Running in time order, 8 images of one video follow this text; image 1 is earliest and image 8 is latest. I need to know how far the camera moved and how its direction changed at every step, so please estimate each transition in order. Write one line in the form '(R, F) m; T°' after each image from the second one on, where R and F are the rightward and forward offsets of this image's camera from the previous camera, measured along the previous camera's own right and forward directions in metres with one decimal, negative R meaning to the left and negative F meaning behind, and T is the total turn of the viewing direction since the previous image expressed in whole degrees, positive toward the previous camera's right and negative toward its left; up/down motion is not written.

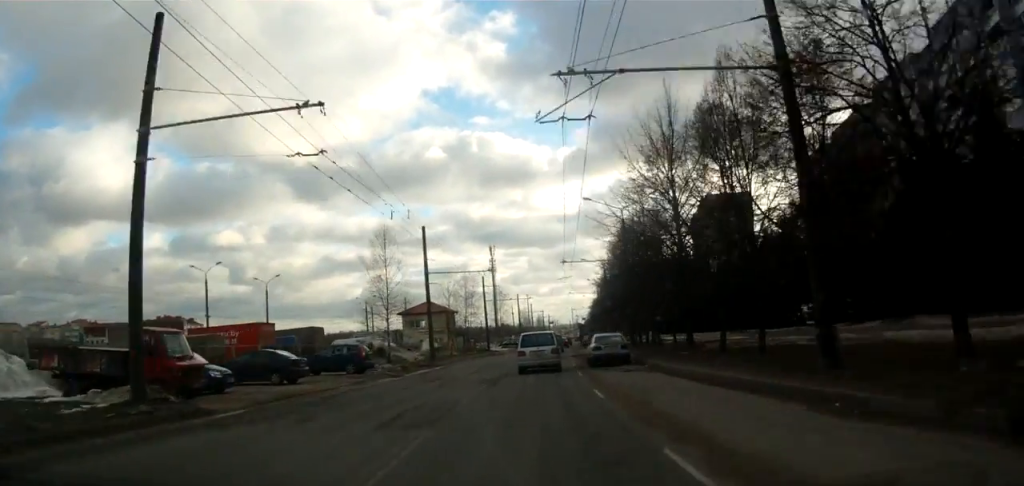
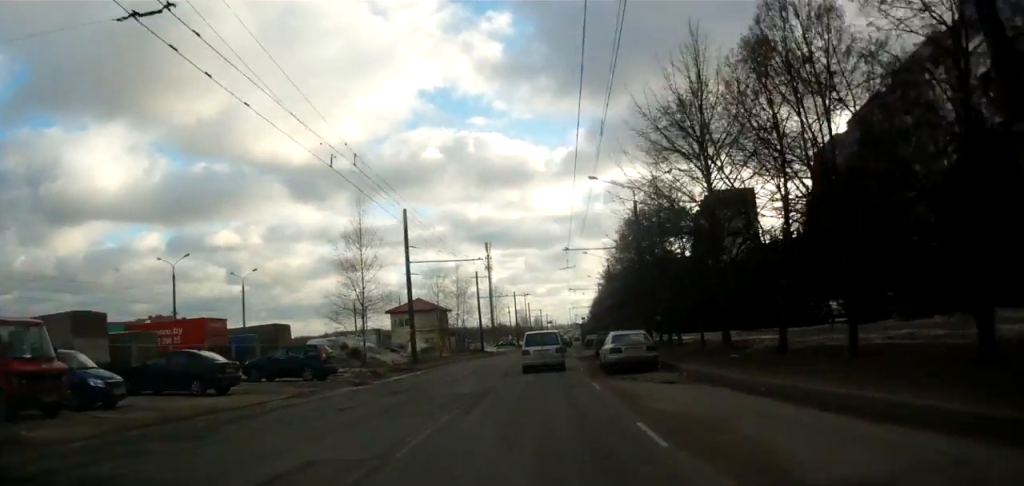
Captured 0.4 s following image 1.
(0.0, +6.4) m; 0°
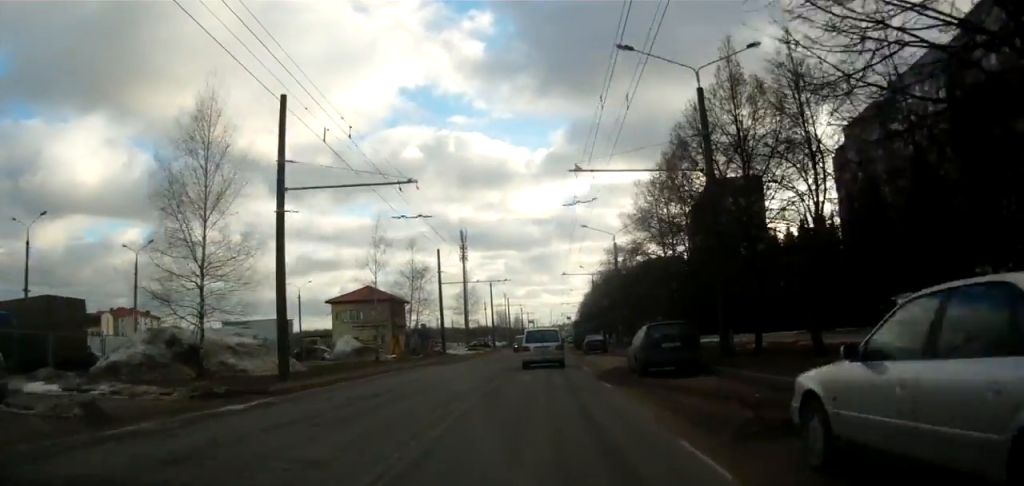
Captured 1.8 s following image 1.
(+0.3, +19.1) m; +2°
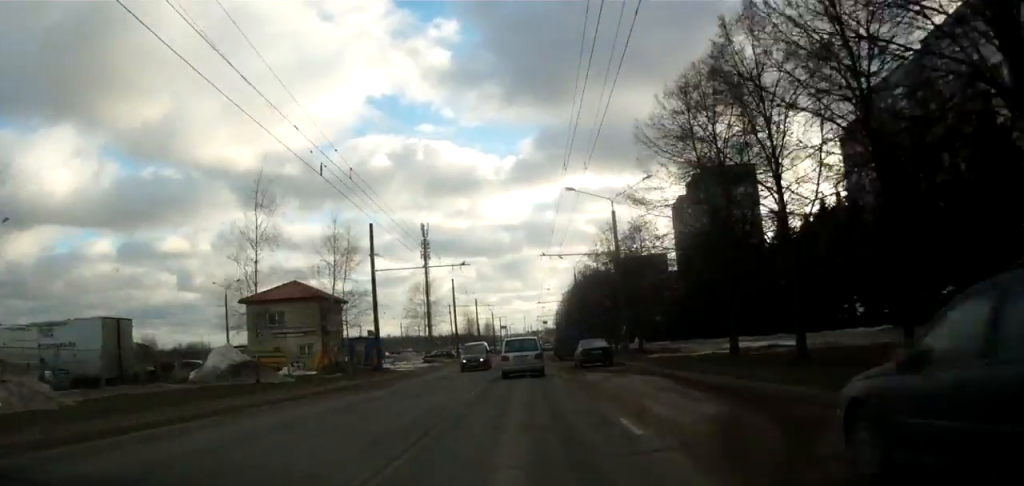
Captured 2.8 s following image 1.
(+0.2, +15.1) m; +1°
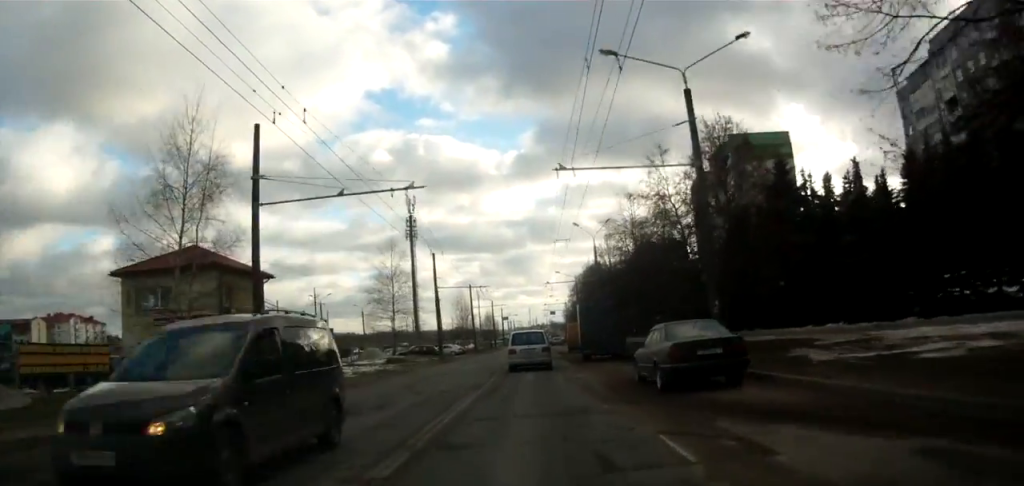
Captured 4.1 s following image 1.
(+0.3, +19.1) m; +1°
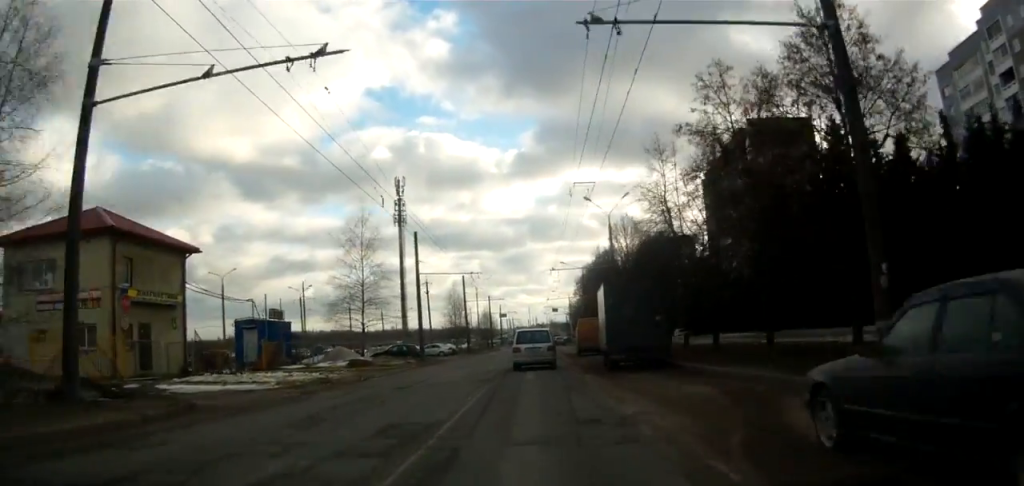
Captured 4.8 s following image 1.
(-0.2, +9.8) m; 0°
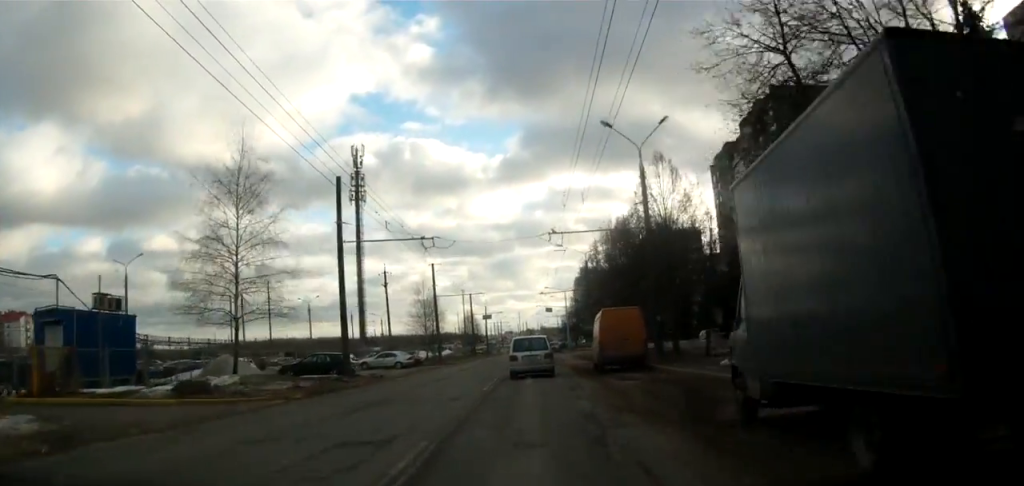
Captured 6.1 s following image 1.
(+0.1, +18.4) m; +1°
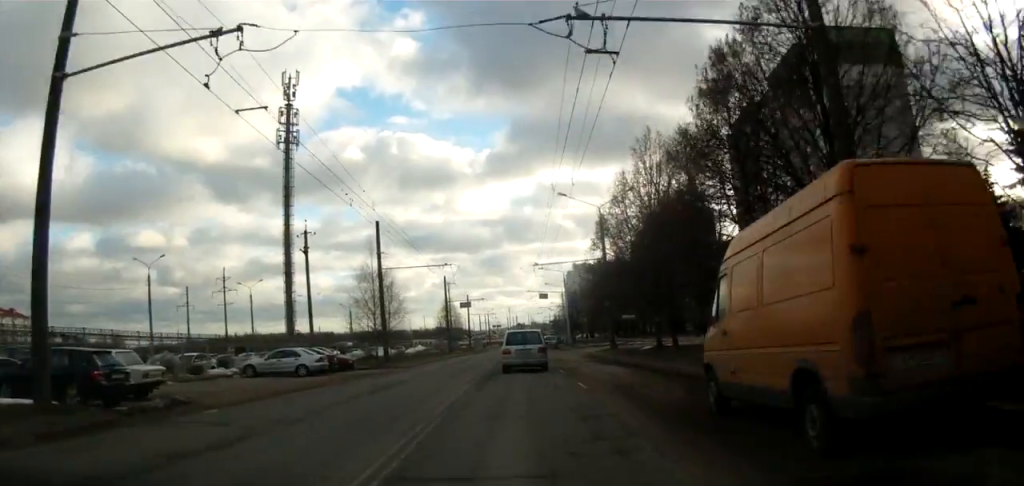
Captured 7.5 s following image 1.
(+0.1, +20.4) m; 0°
